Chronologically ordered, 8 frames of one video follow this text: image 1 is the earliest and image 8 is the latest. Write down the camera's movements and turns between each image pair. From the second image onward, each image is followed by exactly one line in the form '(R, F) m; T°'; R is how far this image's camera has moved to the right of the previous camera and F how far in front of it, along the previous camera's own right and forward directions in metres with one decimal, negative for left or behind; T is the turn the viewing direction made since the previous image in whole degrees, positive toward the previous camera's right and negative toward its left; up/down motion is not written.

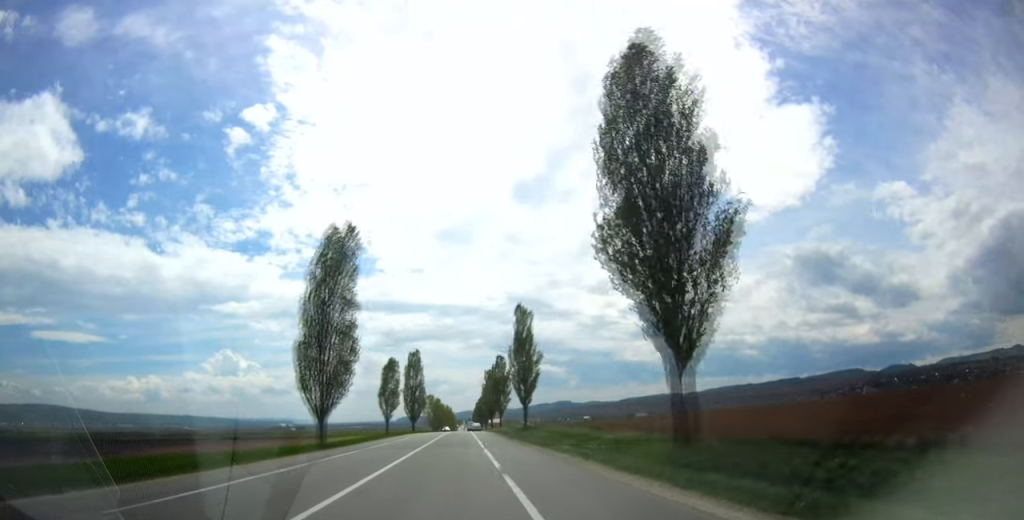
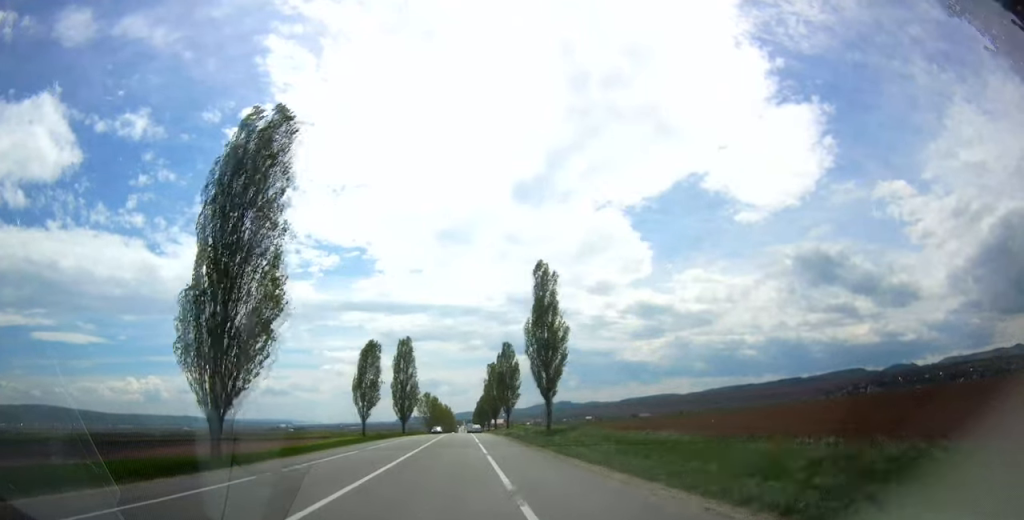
(0.0, +20.1) m; 0°
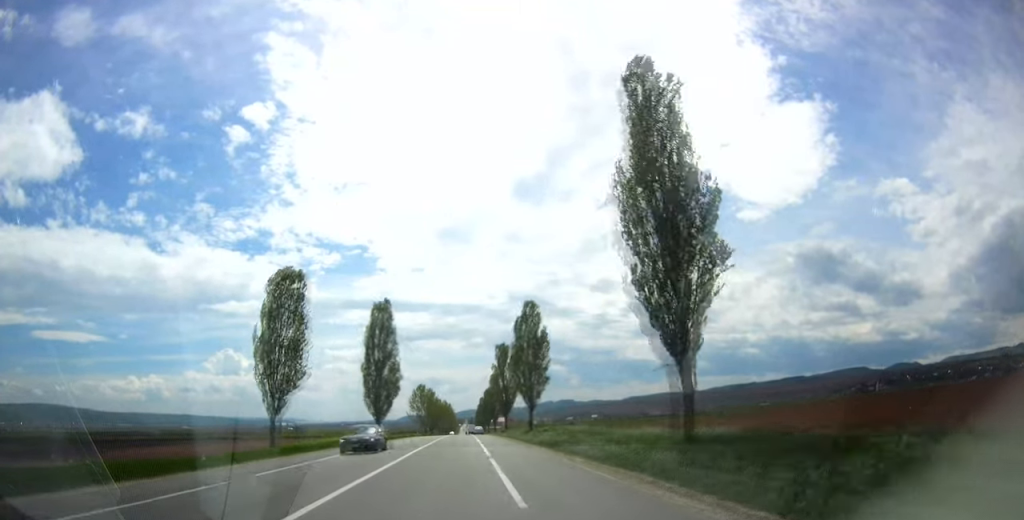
(+0.4, +32.9) m; +1°
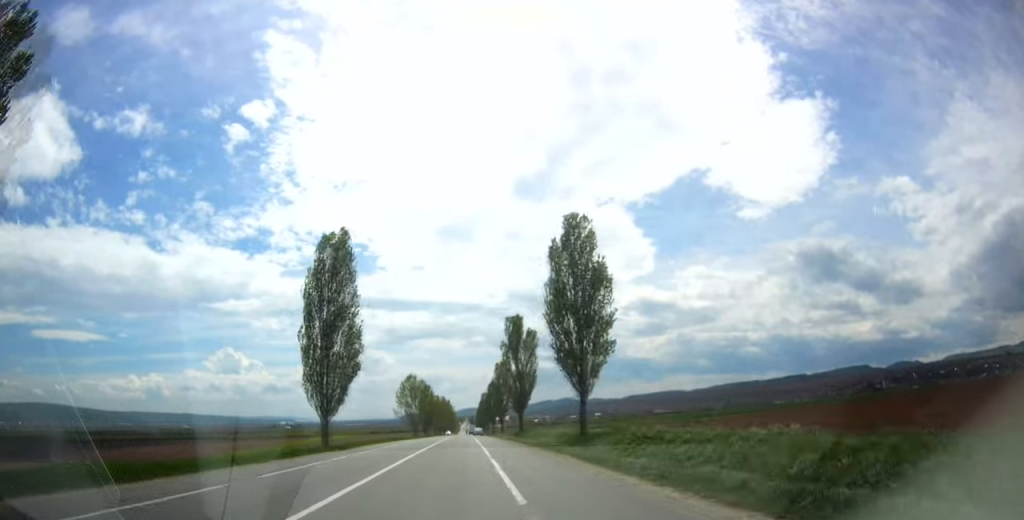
(+0.1, +29.1) m; 0°
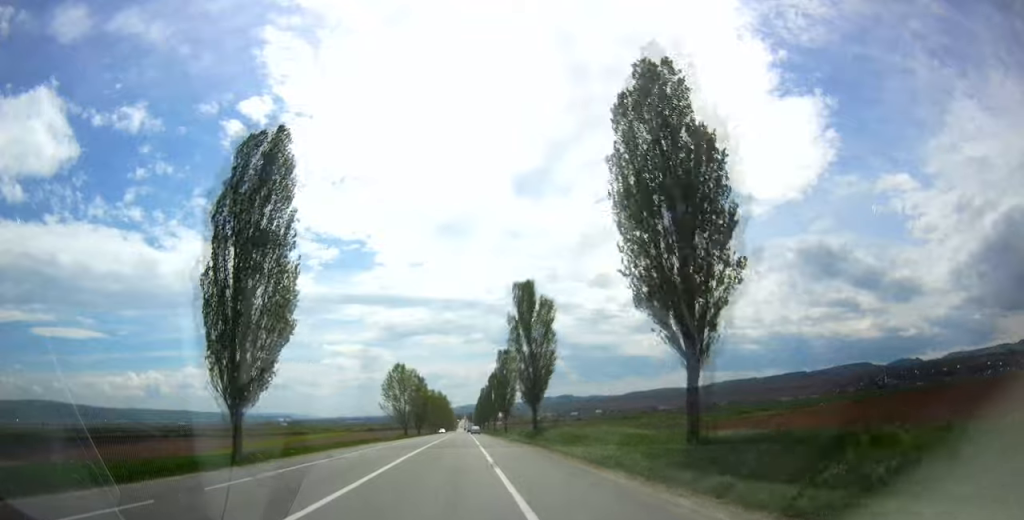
(-0.2, +19.0) m; 0°
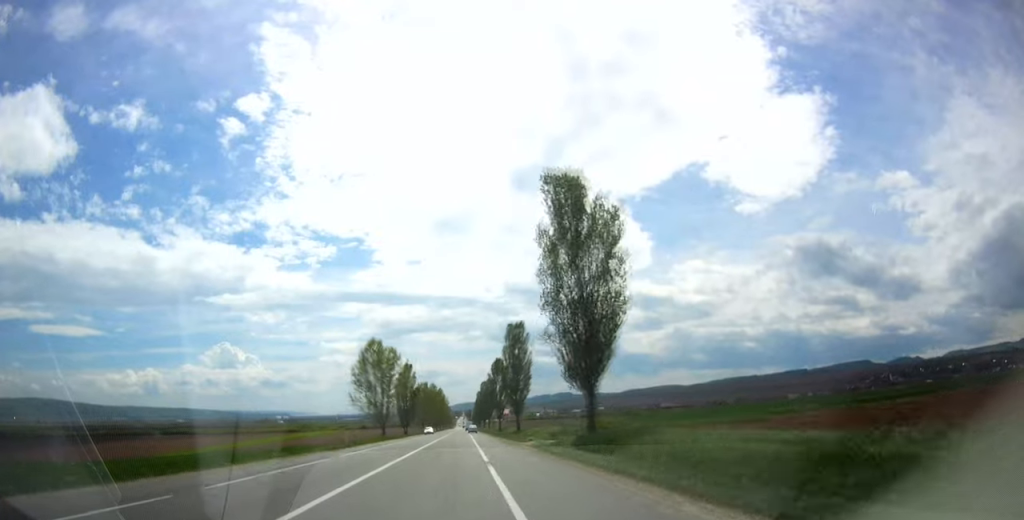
(+0.2, +29.0) m; 0°
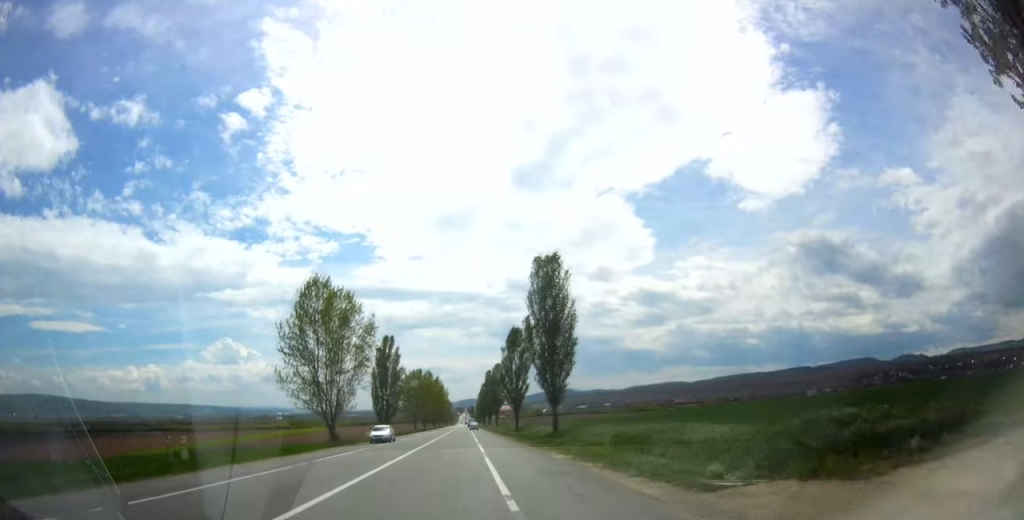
(+0.1, +34.0) m; 0°
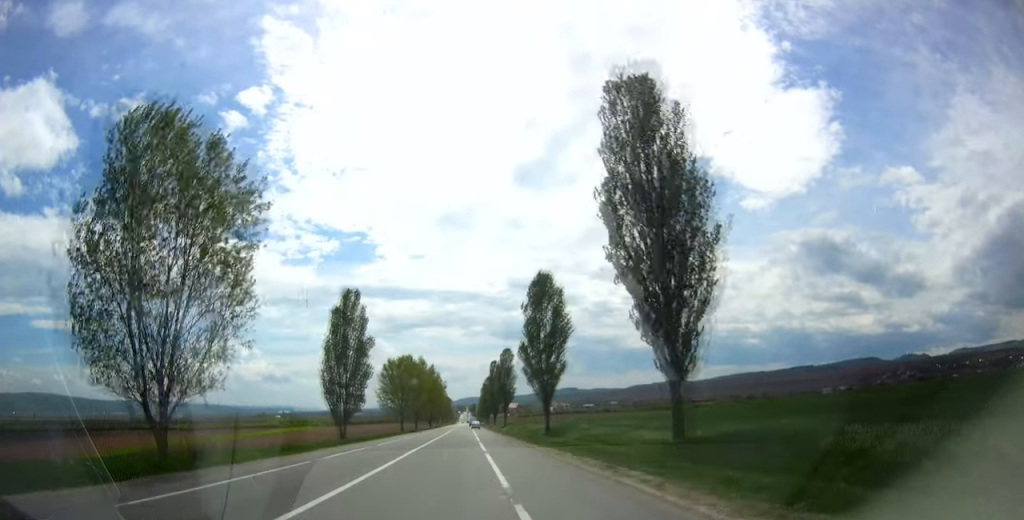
(-0.2, +30.3) m; 0°
